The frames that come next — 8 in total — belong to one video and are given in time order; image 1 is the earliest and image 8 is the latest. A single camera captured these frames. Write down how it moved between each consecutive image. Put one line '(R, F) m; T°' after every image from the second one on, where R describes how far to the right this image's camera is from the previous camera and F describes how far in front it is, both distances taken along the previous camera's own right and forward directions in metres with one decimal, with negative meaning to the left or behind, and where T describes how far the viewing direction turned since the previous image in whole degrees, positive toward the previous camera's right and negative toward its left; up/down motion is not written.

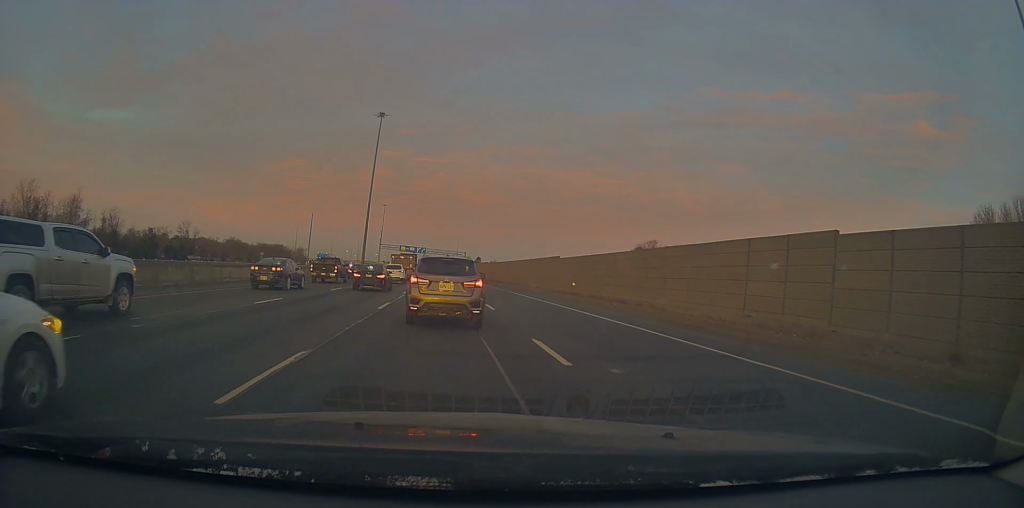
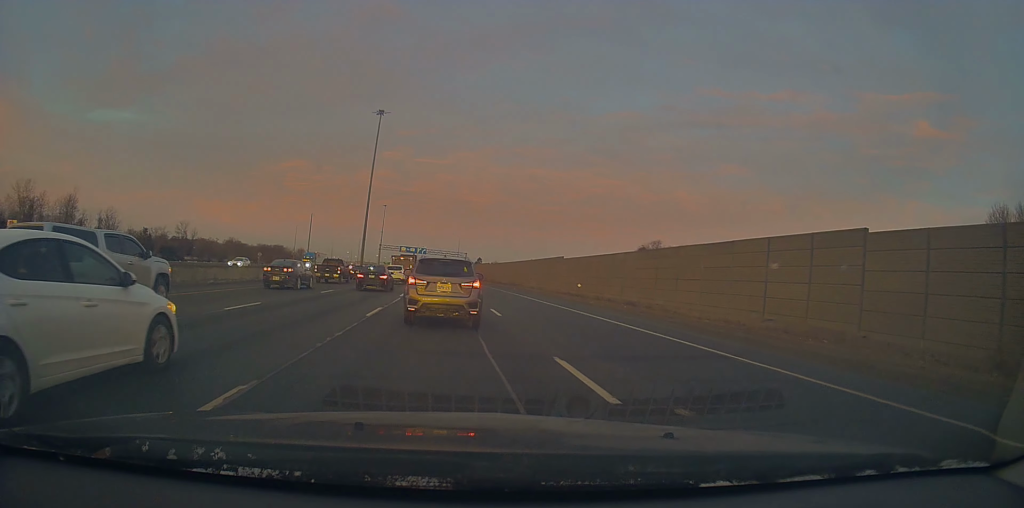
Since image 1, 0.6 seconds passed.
(+0.1, +2.2) m; +3°
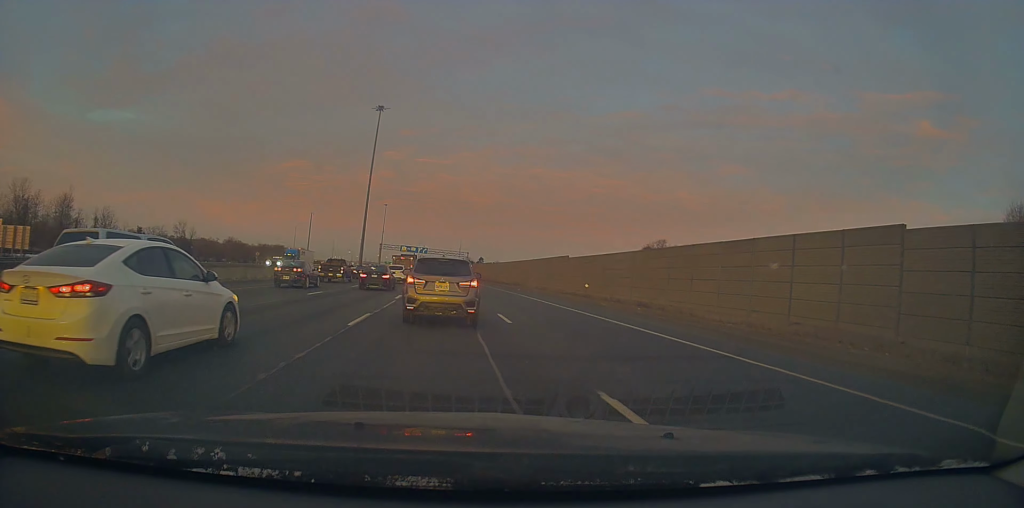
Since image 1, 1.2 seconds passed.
(+0.2, +2.5) m; +5°
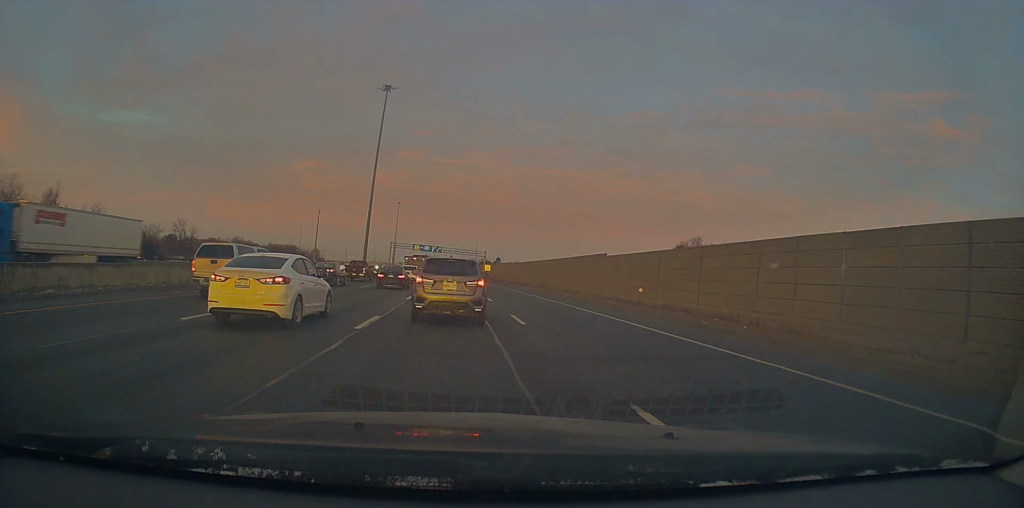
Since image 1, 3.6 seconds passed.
(+0.1, +11.9) m; -2°
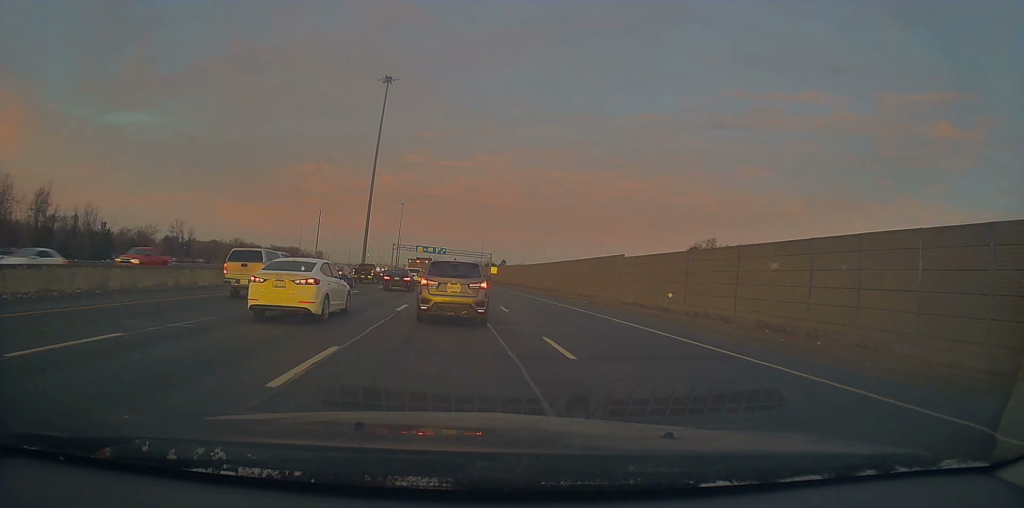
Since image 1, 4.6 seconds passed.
(-0.2, +5.6) m; -6°
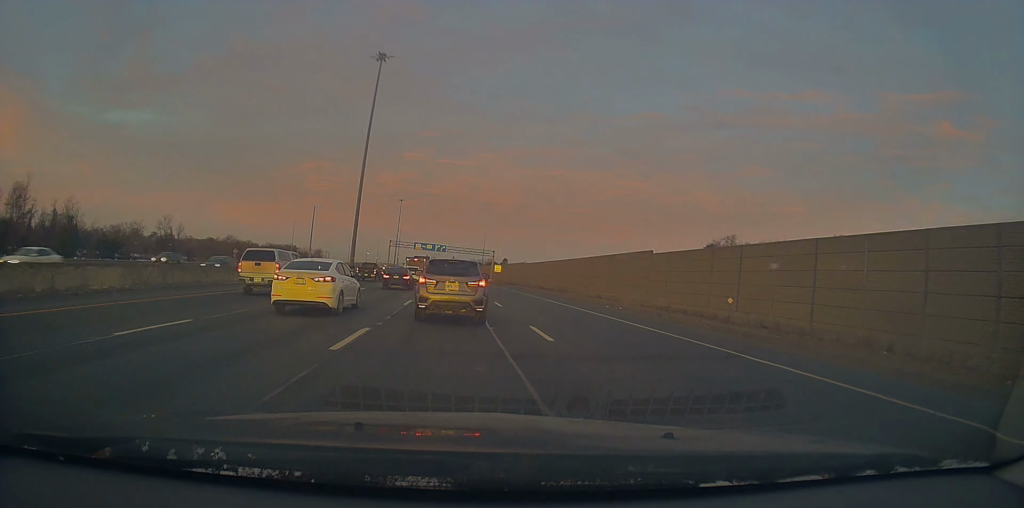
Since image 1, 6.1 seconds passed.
(-0.5, +8.7) m; +2°
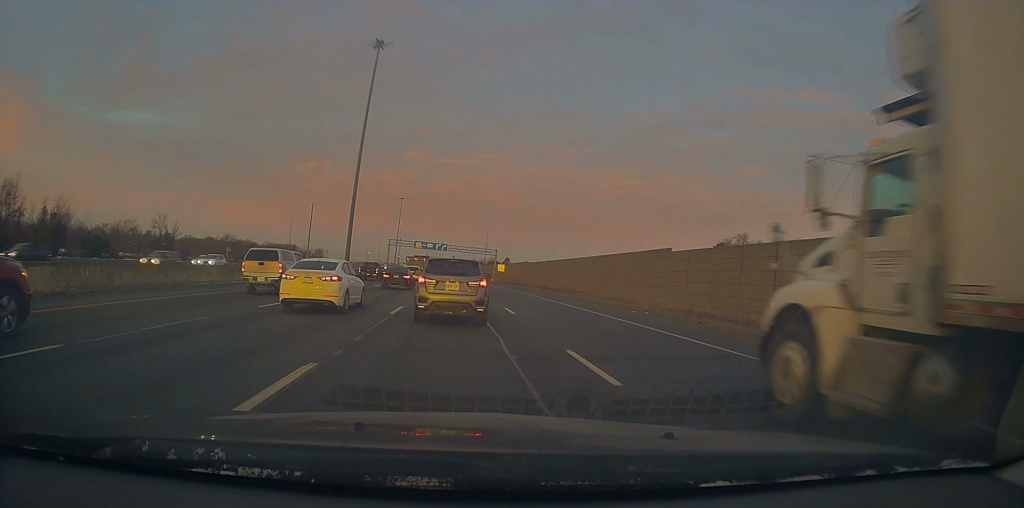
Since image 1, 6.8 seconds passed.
(+0.3, +4.5) m; +1°
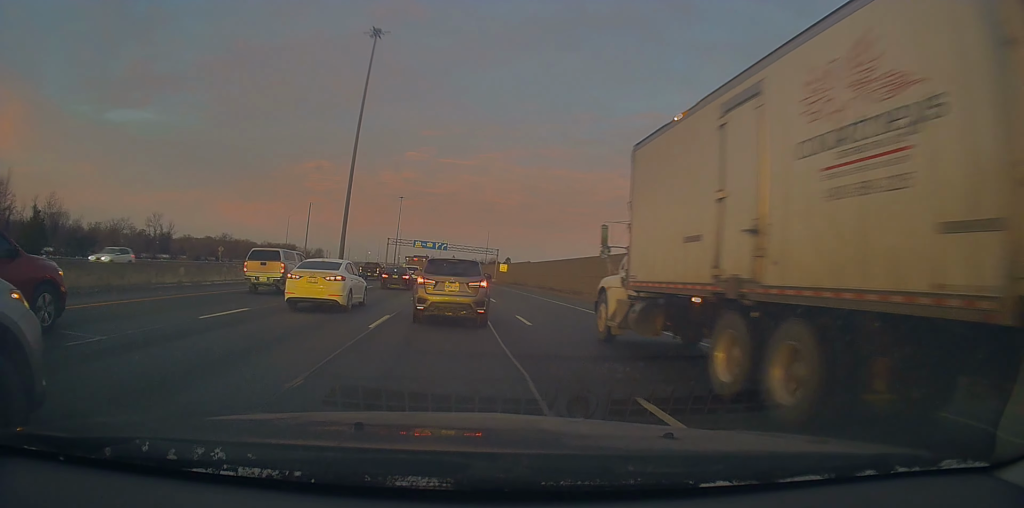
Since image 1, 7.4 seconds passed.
(+0.1, +3.9) m; -1°
